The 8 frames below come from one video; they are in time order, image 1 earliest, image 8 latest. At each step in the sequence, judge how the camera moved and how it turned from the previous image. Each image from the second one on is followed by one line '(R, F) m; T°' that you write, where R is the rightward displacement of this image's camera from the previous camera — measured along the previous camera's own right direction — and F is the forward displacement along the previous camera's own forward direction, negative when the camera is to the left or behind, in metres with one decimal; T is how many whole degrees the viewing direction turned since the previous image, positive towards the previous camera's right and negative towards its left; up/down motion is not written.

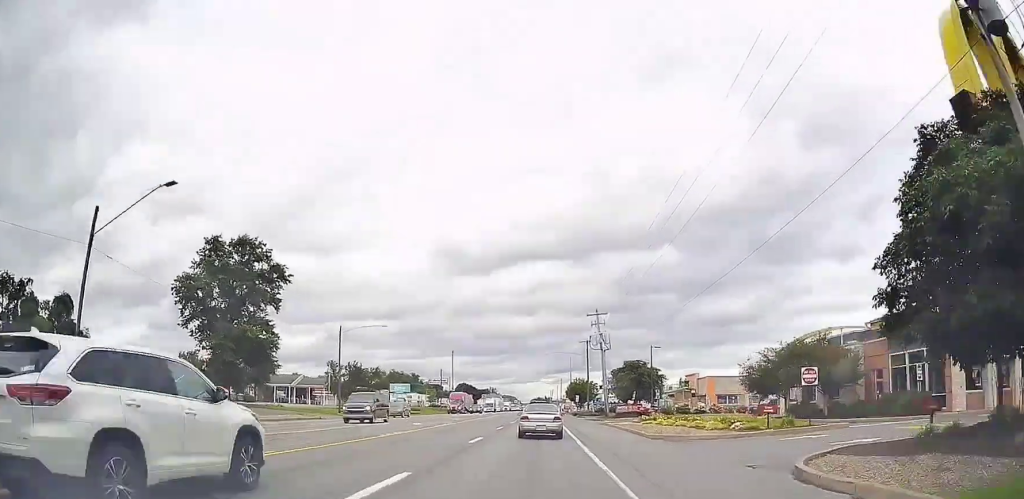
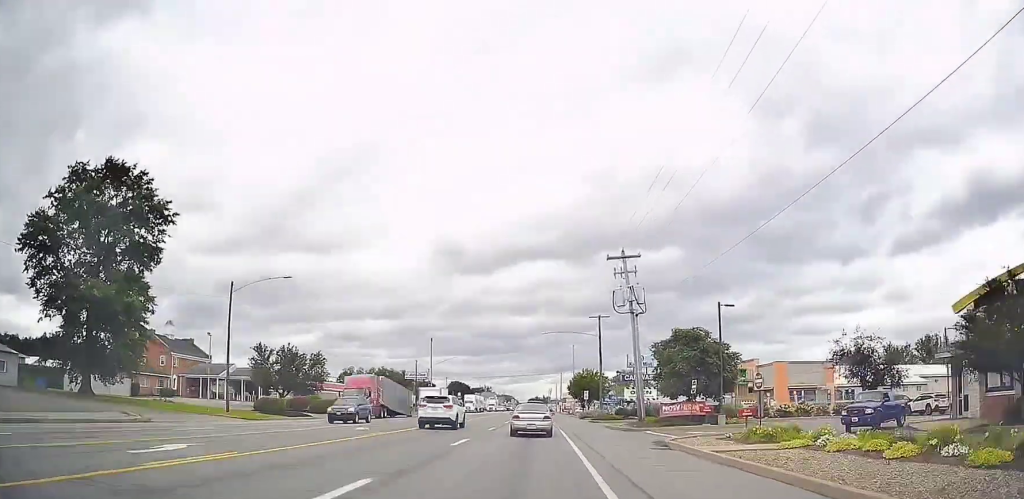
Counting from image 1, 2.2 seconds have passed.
(0.0, +25.8) m; 0°
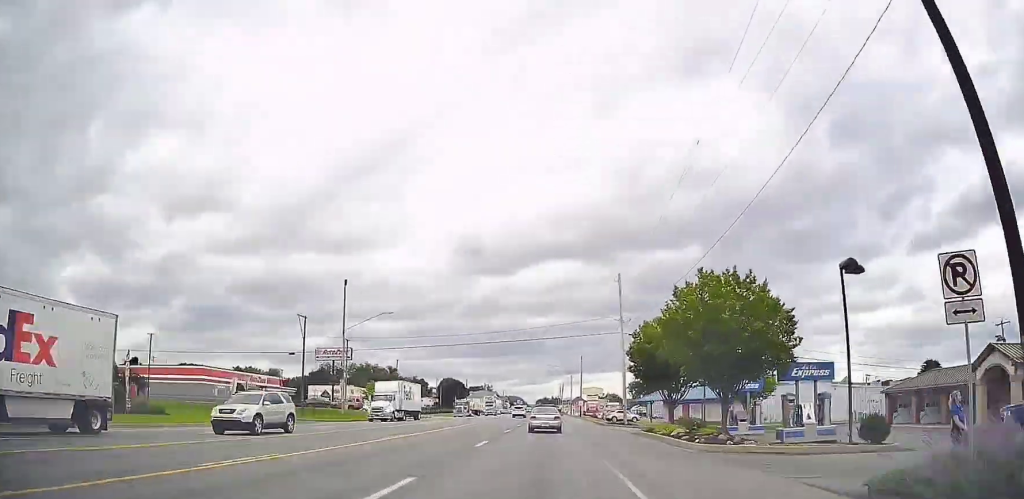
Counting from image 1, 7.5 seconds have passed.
(-0.6, +63.5) m; -1°
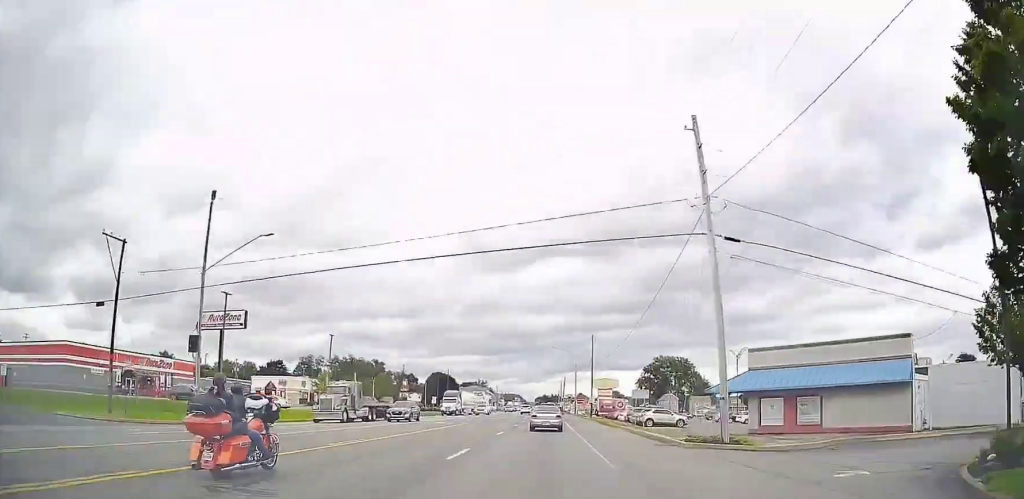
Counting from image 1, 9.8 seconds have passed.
(+0.1, +29.6) m; 0°
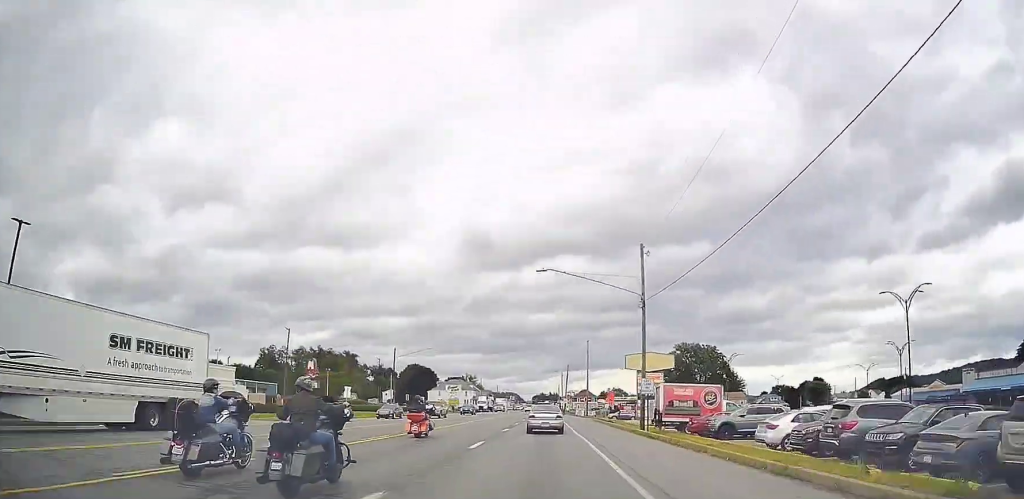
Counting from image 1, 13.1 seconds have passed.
(+0.1, +44.6) m; 0°
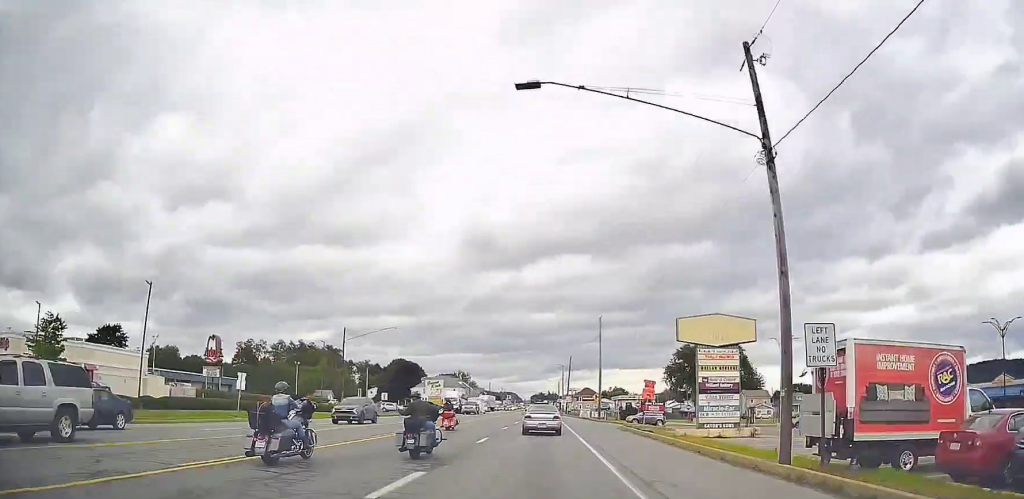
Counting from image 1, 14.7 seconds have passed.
(0.0, +22.5) m; 0°
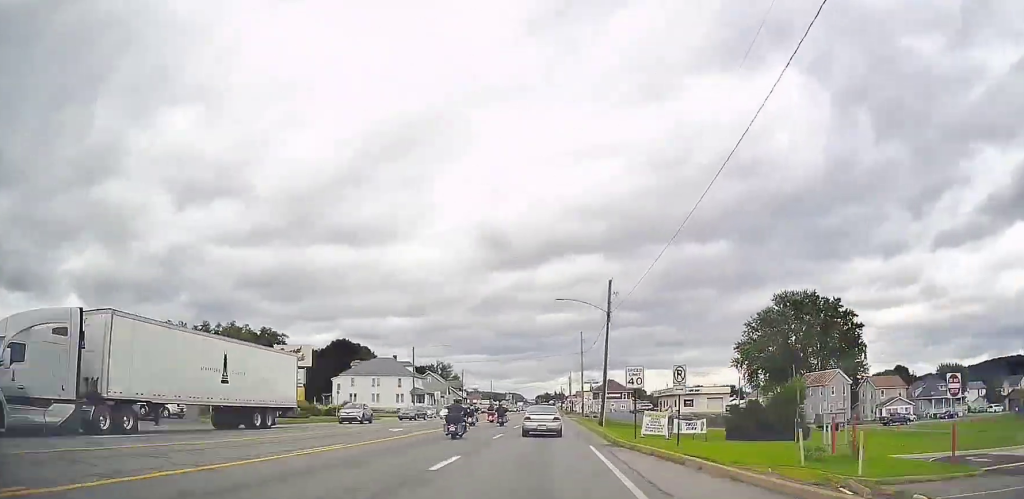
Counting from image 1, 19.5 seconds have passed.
(-0.4, +70.9) m; -1°
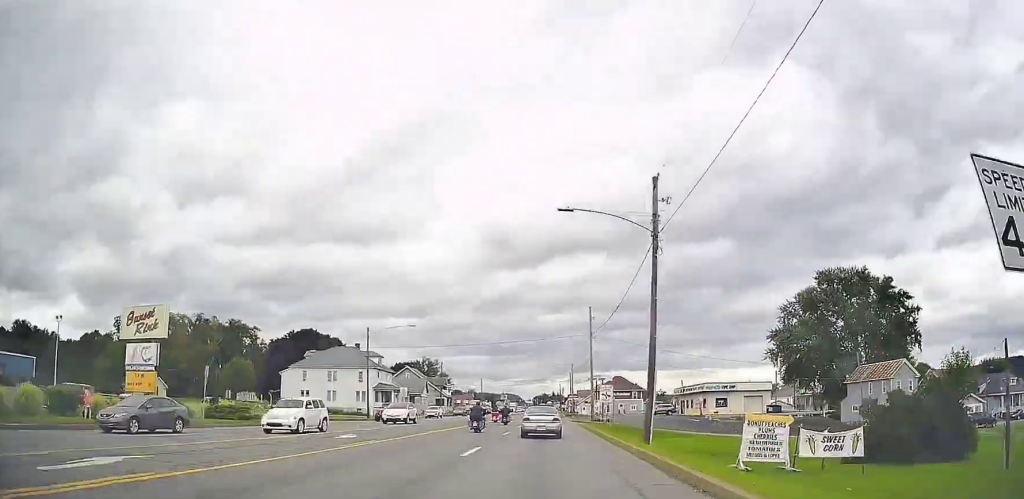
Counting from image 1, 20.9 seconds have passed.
(0.0, +21.3) m; 0°
